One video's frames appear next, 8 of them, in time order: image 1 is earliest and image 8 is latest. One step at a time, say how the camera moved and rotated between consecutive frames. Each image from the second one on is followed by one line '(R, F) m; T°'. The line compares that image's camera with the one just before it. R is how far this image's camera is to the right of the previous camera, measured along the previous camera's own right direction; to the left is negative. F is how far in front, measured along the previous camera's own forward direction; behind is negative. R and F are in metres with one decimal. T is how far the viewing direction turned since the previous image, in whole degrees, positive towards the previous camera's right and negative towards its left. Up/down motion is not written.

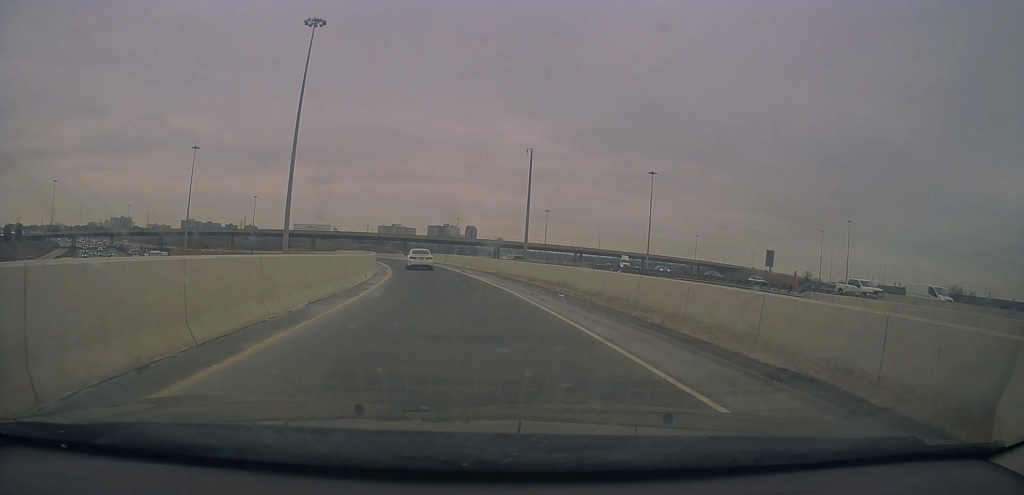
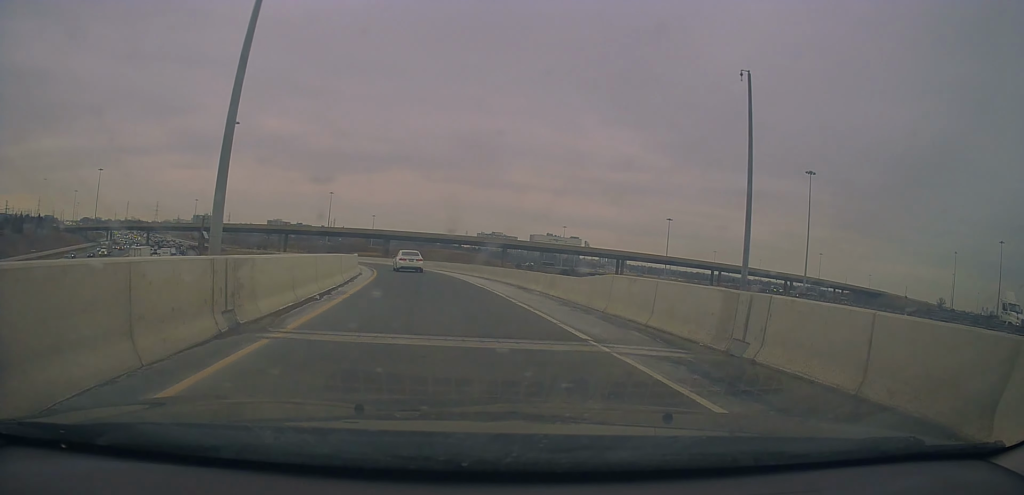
(-2.6, +50.6) m; -9°
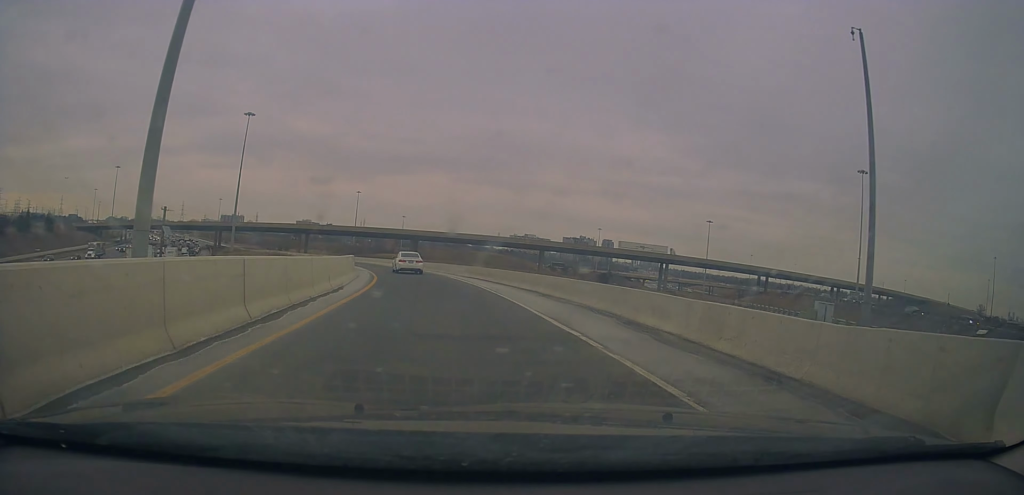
(-0.8, +13.3) m; -3°
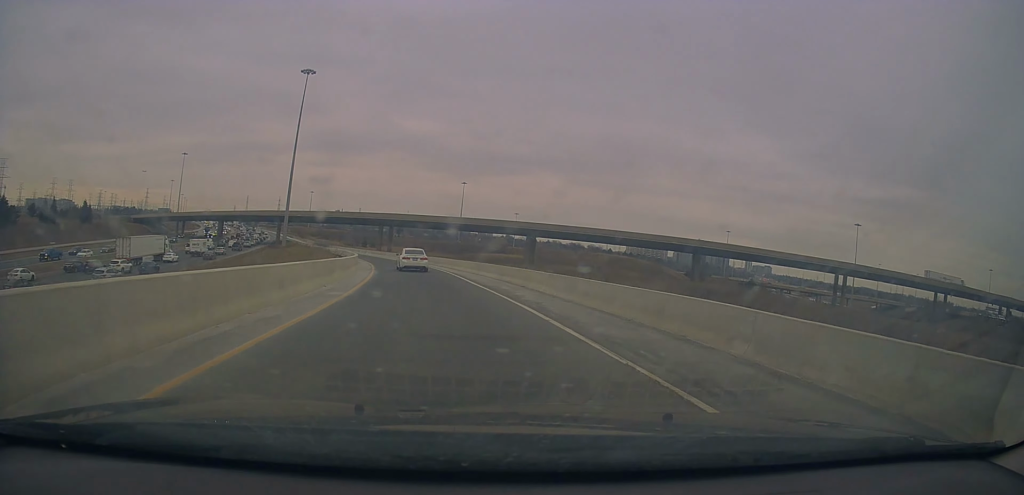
(-3.5, +41.5) m; -11°
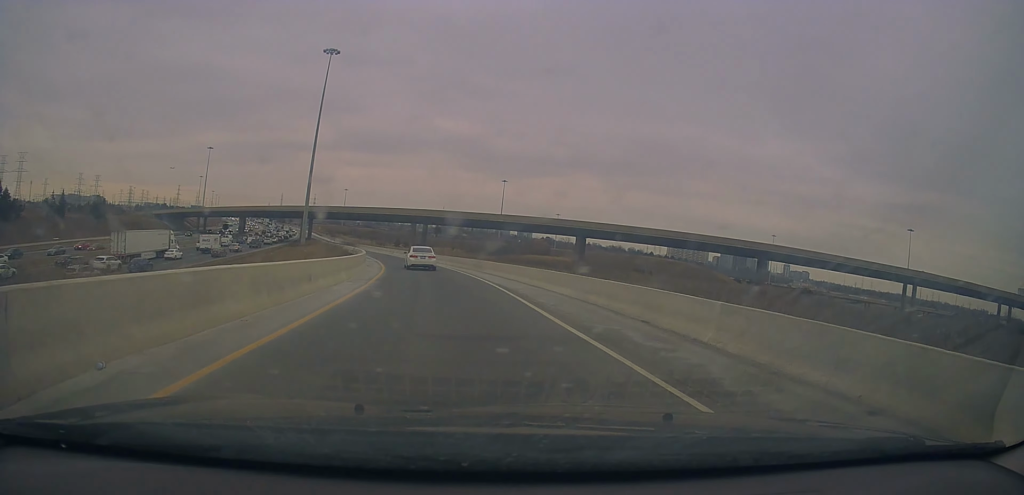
(-0.5, +13.4) m; -4°
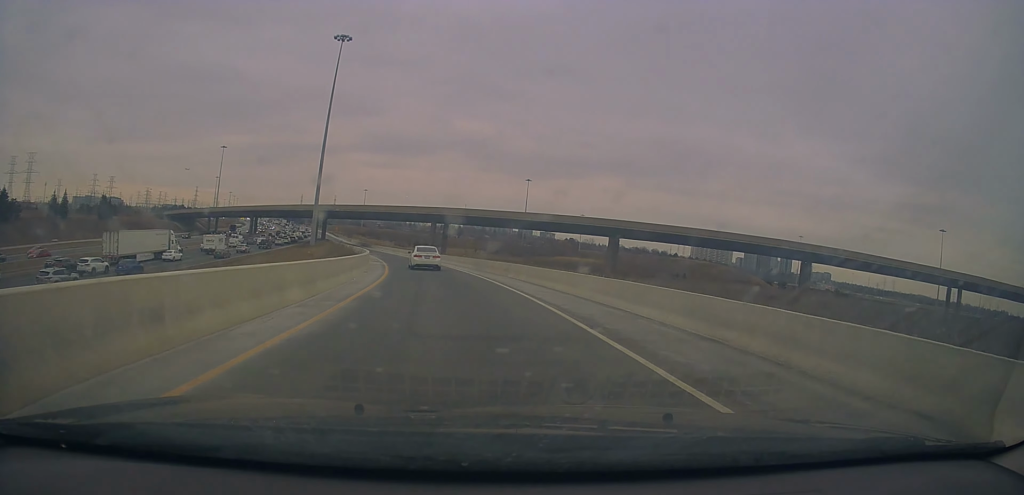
(-0.3, +8.9) m; -2°
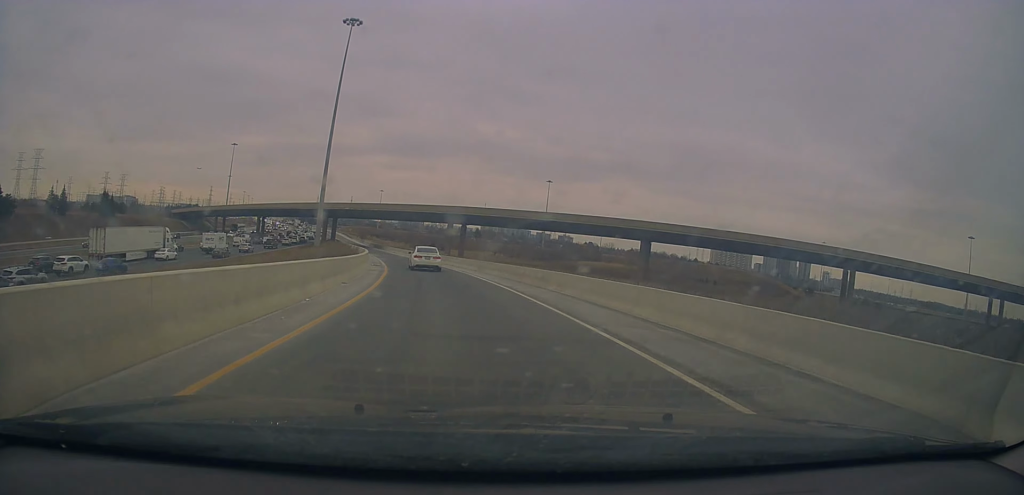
(-0.2, +9.2) m; -2°
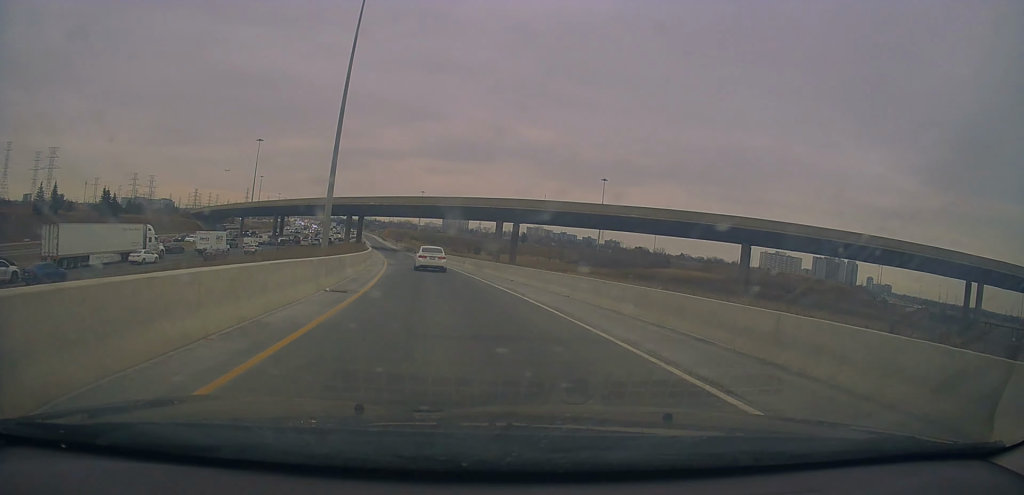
(-0.8, +22.6) m; -5°
